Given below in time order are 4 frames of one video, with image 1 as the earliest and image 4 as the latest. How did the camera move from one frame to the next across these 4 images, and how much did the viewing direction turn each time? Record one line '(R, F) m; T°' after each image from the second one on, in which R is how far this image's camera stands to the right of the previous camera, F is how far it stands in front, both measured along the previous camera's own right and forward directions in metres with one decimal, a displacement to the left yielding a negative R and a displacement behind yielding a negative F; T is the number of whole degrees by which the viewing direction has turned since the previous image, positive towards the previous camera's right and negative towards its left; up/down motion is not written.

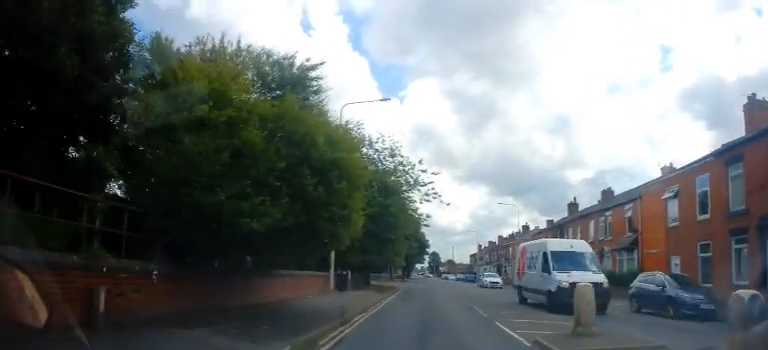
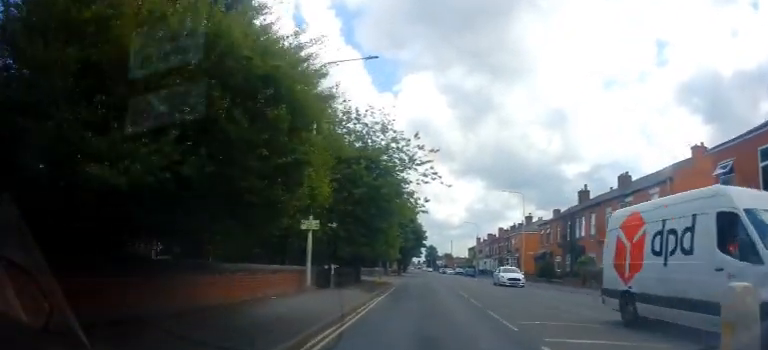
(-0.1, +4.7) m; 0°
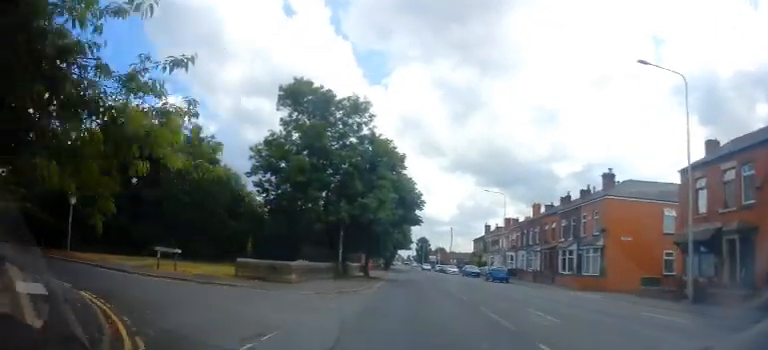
(+0.2, +35.4) m; 0°
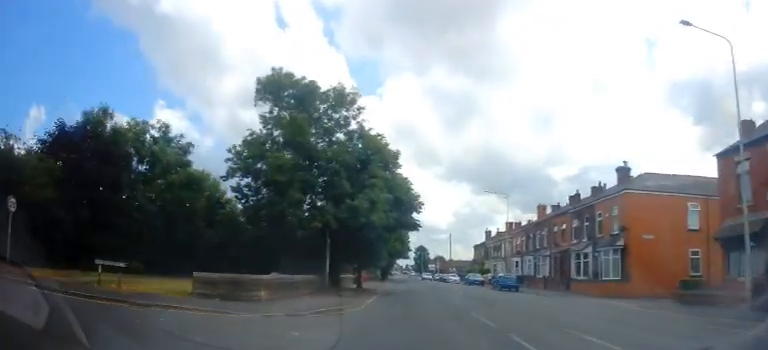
(0.0, +4.2) m; 0°
